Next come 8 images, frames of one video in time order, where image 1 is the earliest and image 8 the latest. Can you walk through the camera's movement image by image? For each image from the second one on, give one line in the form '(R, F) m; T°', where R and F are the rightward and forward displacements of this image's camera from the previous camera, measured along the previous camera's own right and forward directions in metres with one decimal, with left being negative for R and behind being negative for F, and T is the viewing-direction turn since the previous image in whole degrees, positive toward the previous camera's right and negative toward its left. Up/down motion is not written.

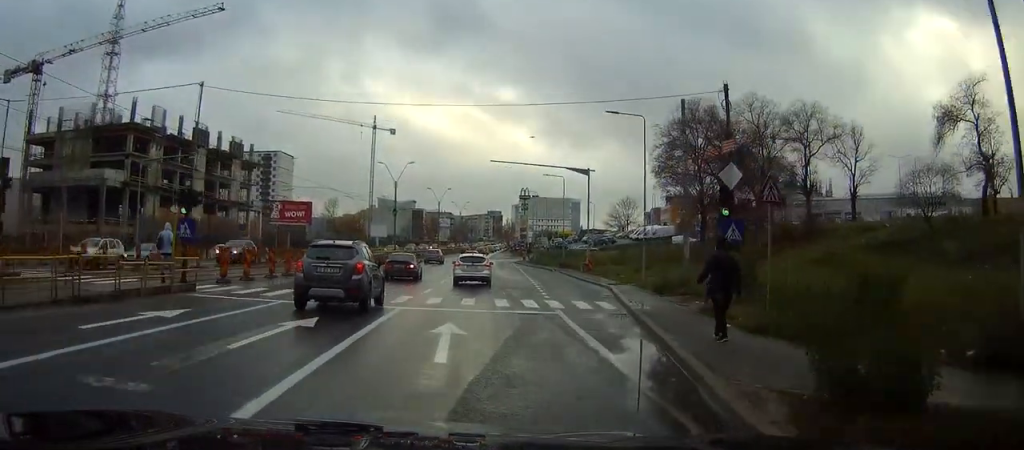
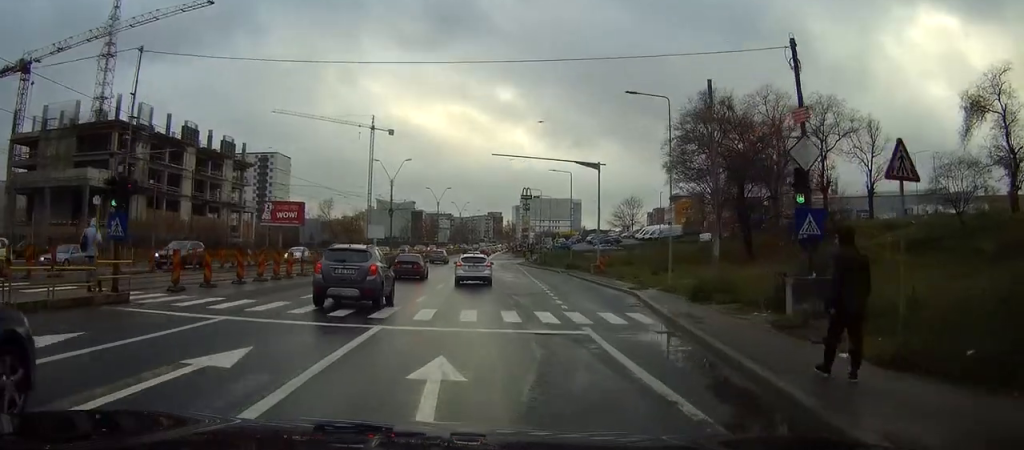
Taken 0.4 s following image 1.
(0.0, +4.4) m; +1°
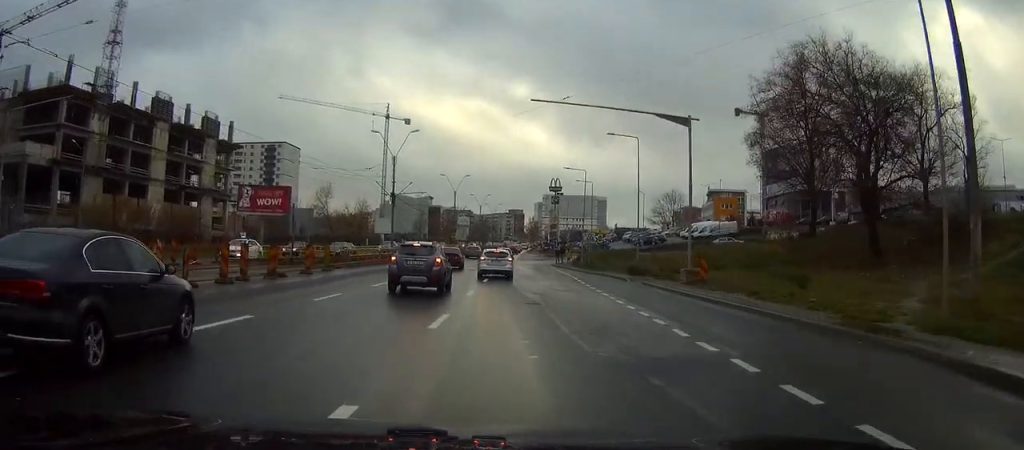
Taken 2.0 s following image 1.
(0.0, +18.4) m; -2°
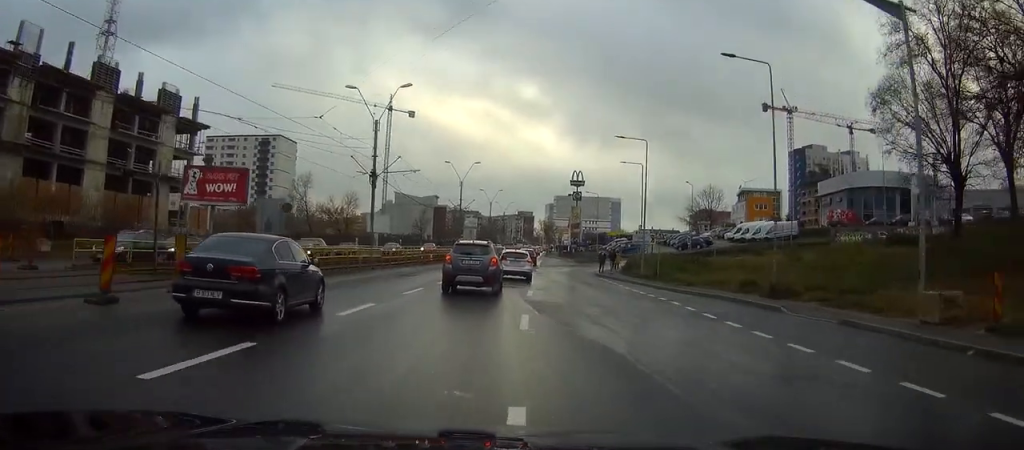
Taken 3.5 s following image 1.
(-0.6, +19.1) m; -3°
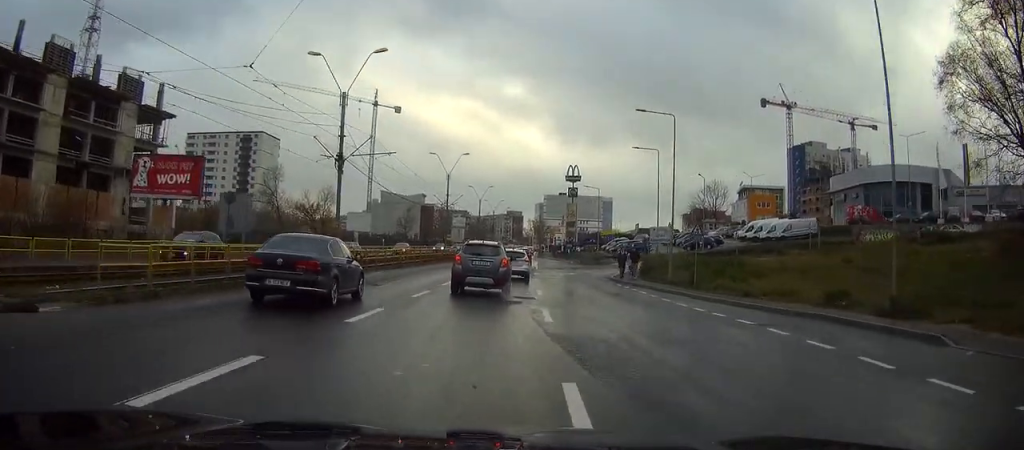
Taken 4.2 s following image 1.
(-0.1, +8.7) m; -2°
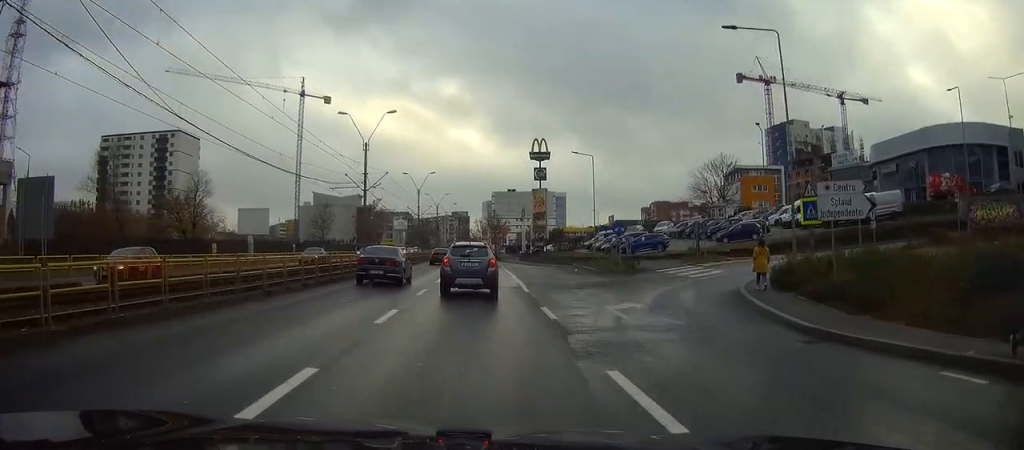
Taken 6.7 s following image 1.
(+0.6, +28.8) m; +4°
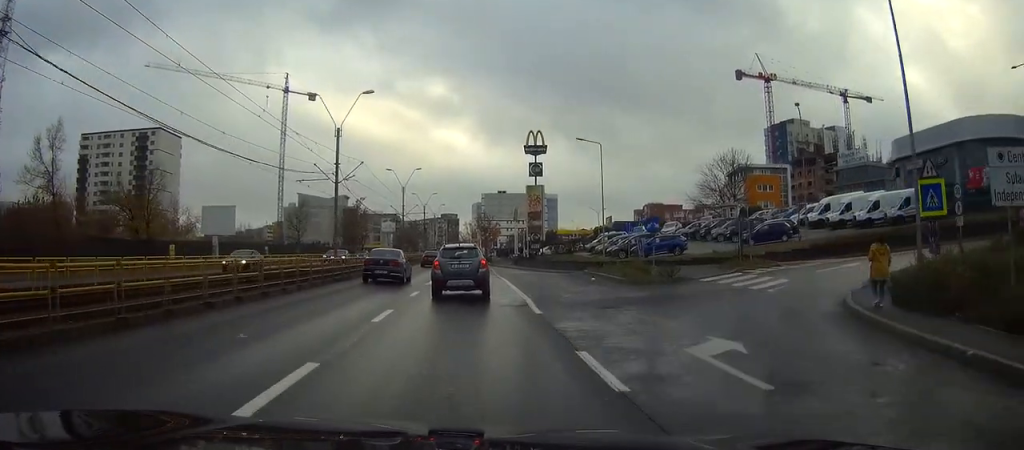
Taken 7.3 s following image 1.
(0.0, +7.7) m; +1°
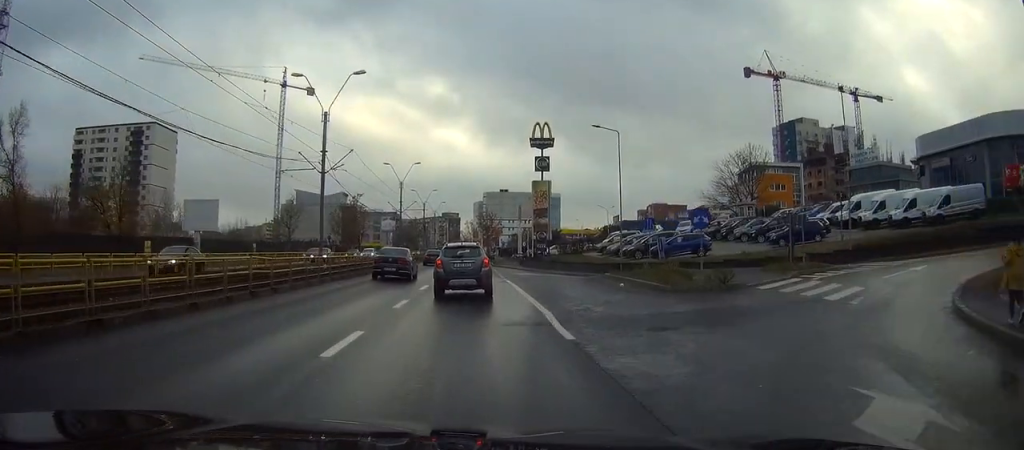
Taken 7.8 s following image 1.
(+0.1, +5.1) m; 0°
